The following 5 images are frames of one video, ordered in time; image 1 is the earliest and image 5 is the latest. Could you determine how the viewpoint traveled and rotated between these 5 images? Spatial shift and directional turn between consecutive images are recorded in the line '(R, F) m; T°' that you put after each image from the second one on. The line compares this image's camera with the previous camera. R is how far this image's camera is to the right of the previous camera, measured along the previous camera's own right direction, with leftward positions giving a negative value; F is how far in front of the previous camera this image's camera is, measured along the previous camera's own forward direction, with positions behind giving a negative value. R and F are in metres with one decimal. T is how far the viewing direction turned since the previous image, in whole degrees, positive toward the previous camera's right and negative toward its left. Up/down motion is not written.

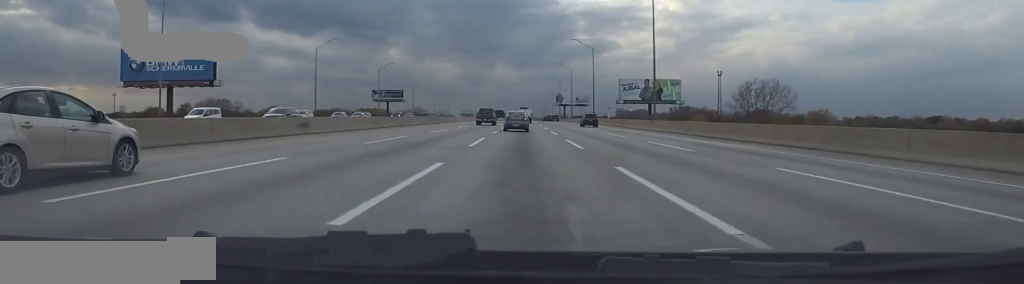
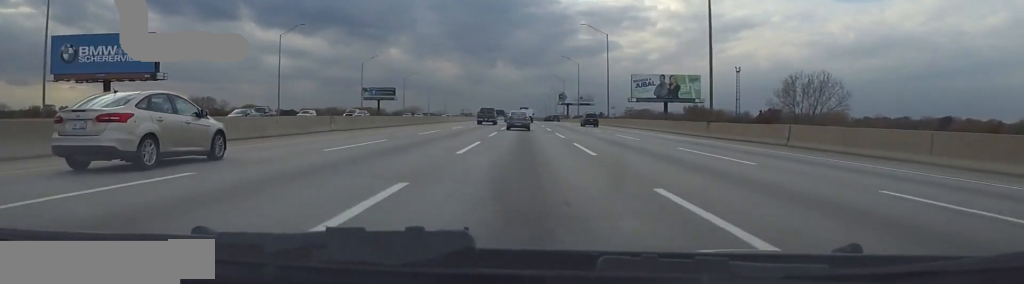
(0.0, +19.2) m; 0°
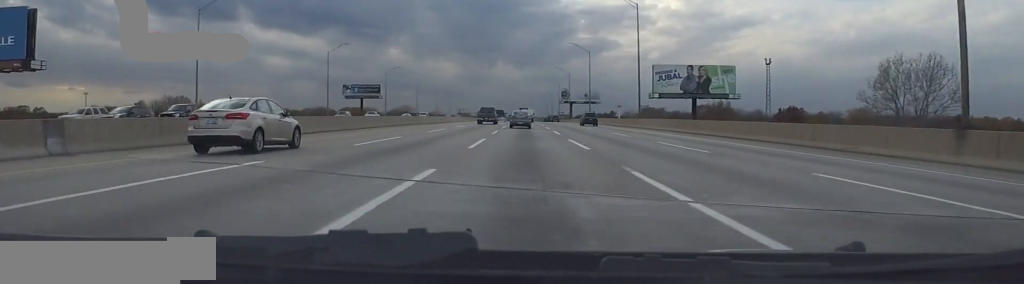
(0.0, +27.2) m; 0°
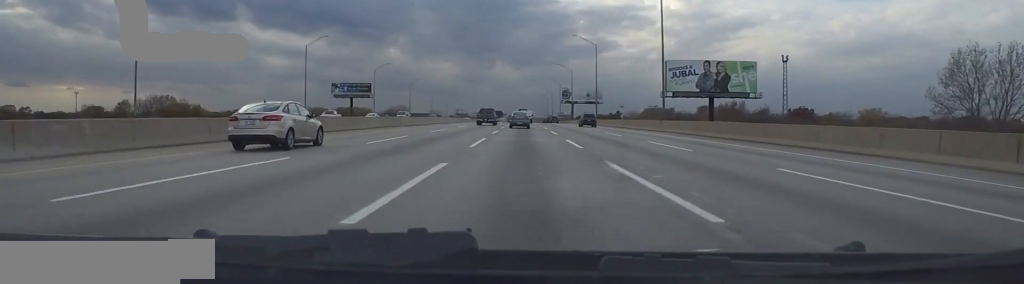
(0.0, +13.1) m; 0°
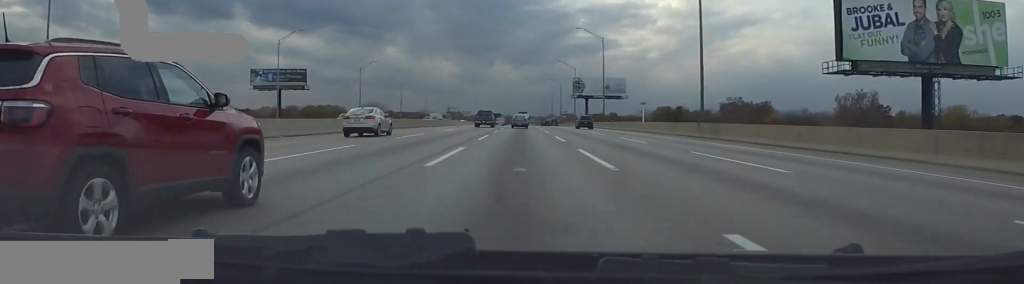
(-0.1, +68.6) m; -2°
